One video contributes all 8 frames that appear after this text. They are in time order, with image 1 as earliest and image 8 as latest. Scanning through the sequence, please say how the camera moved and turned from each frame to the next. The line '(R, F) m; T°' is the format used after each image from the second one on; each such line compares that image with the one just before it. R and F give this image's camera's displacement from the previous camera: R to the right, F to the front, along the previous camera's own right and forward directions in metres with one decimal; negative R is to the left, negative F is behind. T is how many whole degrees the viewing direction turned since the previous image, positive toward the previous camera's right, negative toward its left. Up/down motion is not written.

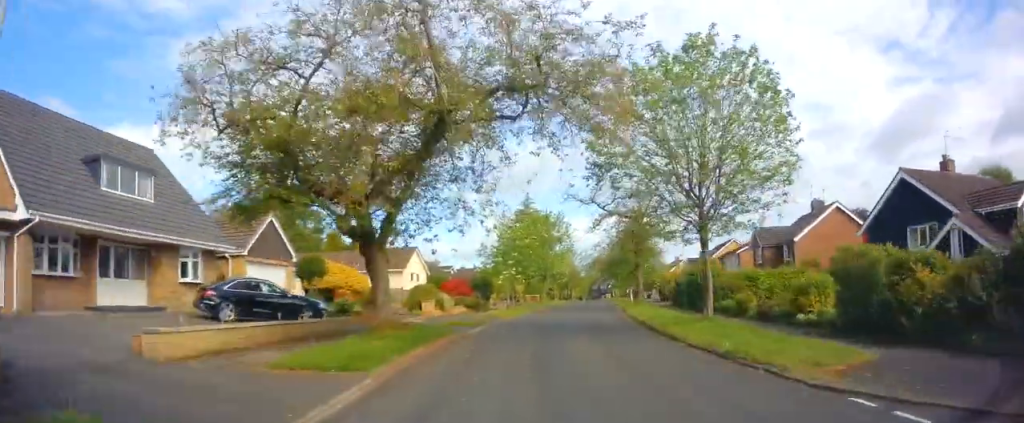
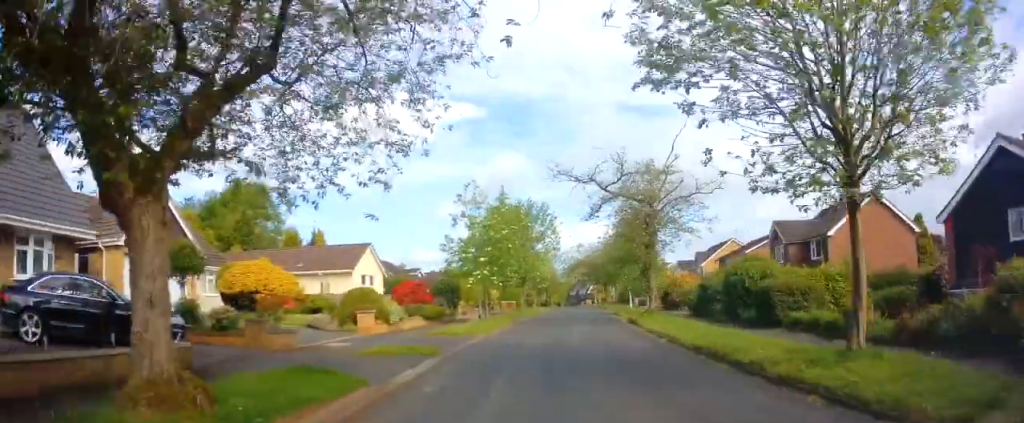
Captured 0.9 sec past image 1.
(+0.3, +7.7) m; +3°
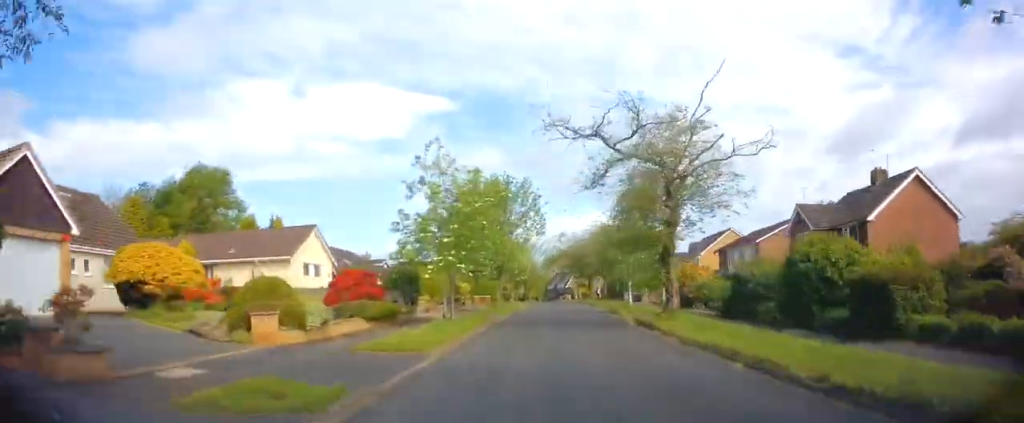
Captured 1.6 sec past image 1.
(+0.2, +6.5) m; +1°
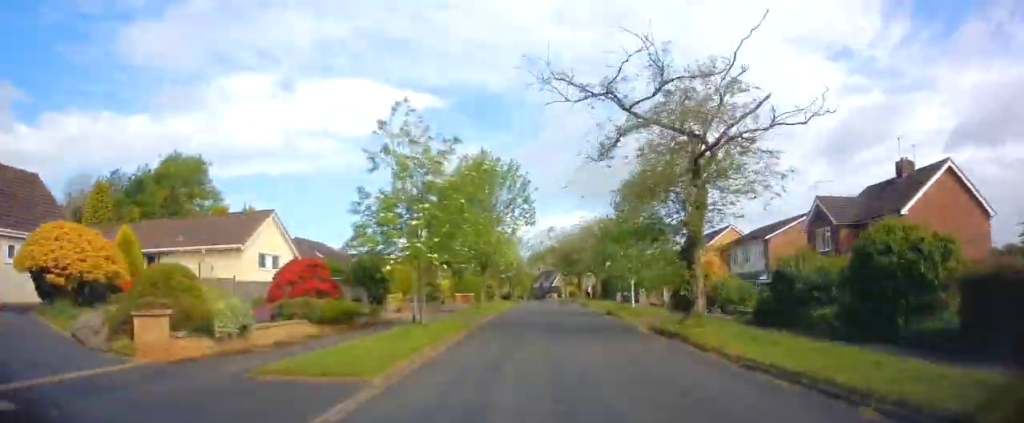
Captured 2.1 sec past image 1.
(0.0, +3.9) m; +1°
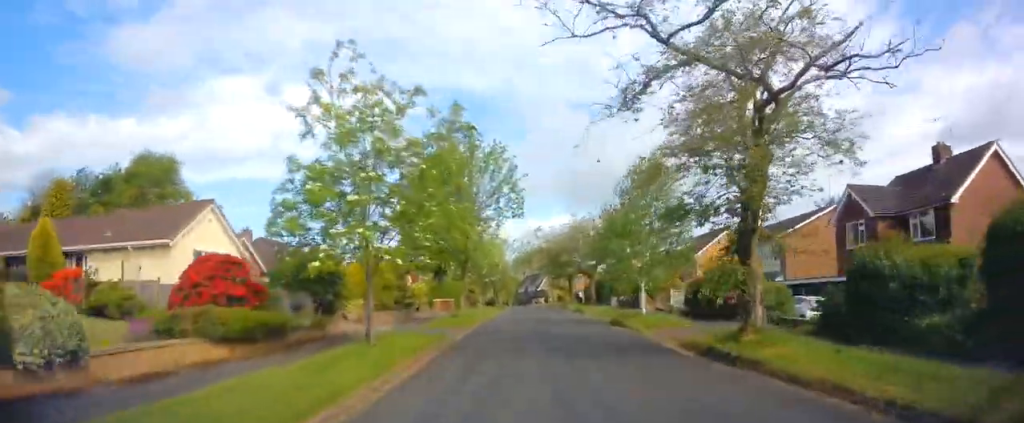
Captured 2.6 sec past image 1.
(0.0, +4.6) m; +1°
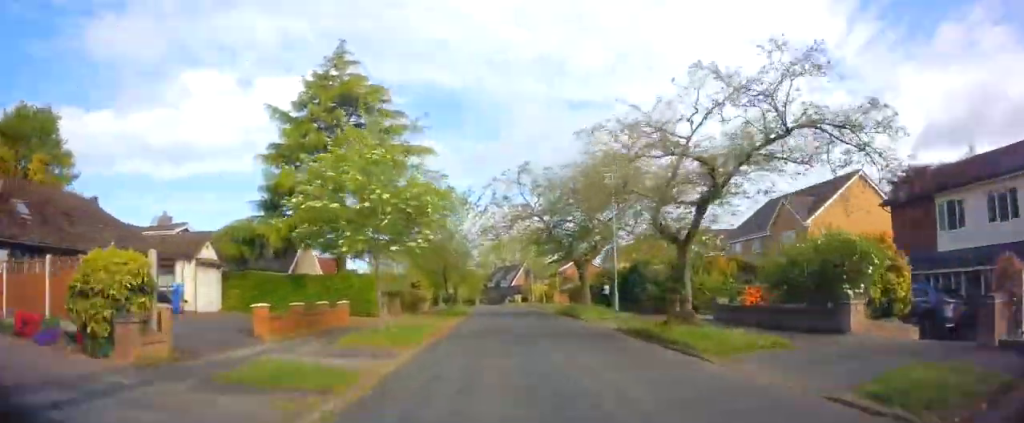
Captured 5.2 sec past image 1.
(+1.8, +24.7) m; +6°
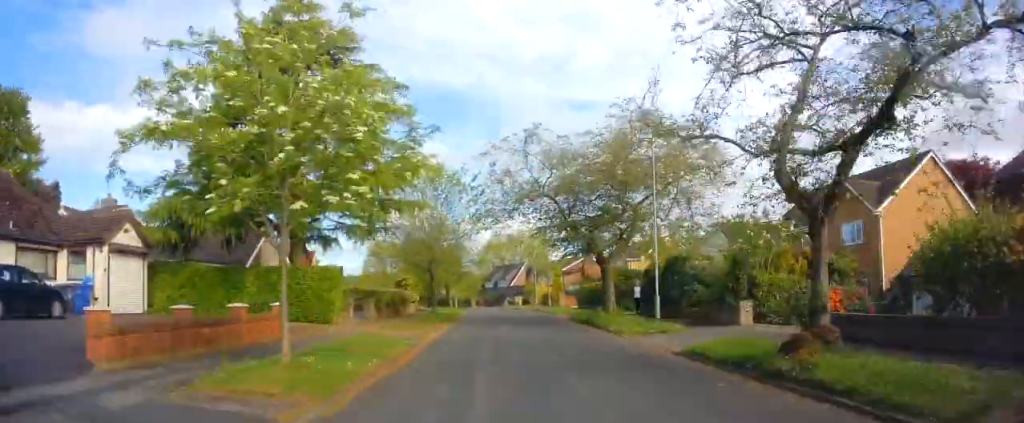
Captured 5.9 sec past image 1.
(0.0, +6.5) m; 0°
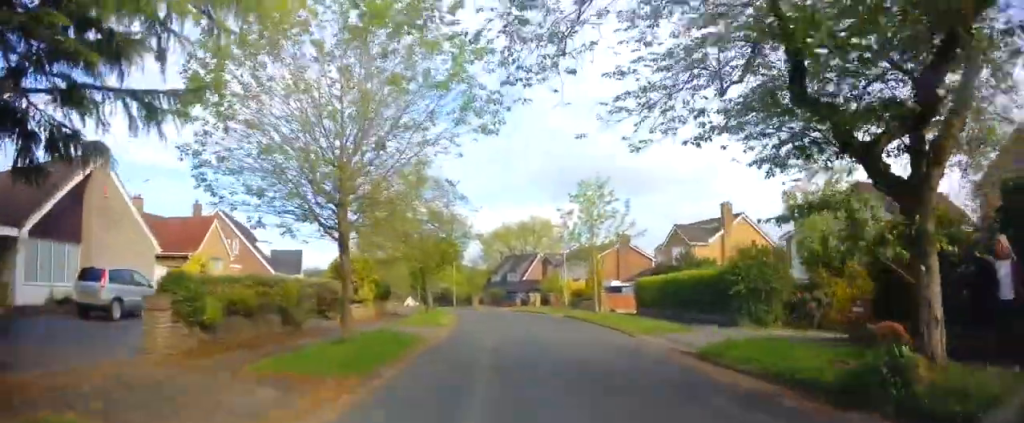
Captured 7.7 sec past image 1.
(0.0, +17.5) m; 0°
